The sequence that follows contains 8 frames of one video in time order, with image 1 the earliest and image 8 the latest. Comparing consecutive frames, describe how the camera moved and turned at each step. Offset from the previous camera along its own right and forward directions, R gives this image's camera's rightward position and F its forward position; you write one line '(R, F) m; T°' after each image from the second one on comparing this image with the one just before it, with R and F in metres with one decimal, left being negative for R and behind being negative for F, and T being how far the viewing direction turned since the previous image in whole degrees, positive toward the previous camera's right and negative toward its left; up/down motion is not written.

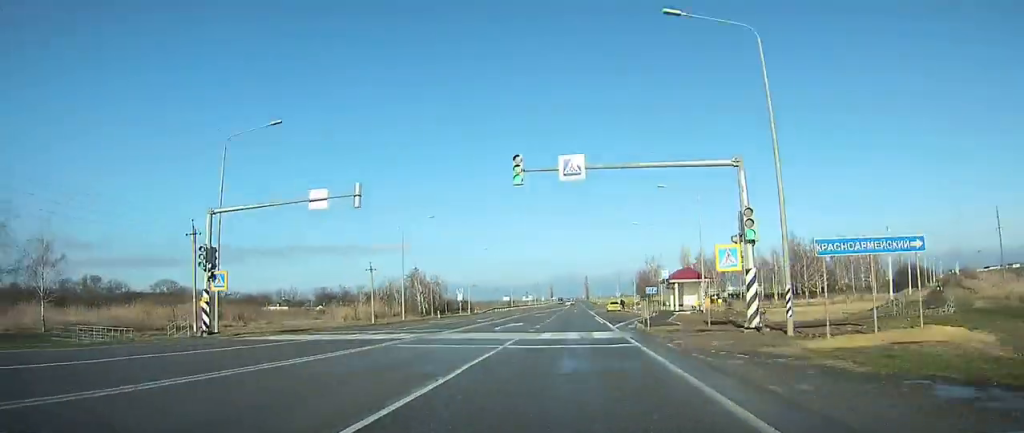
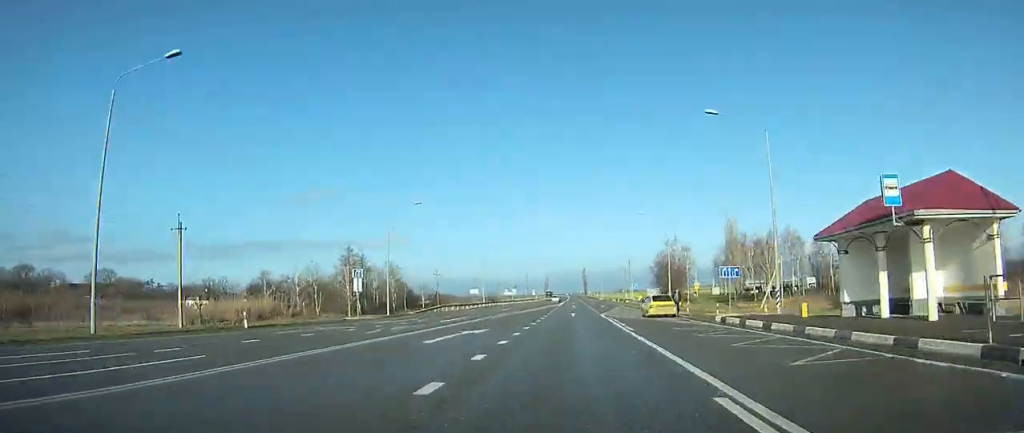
(+0.3, +43.9) m; 0°
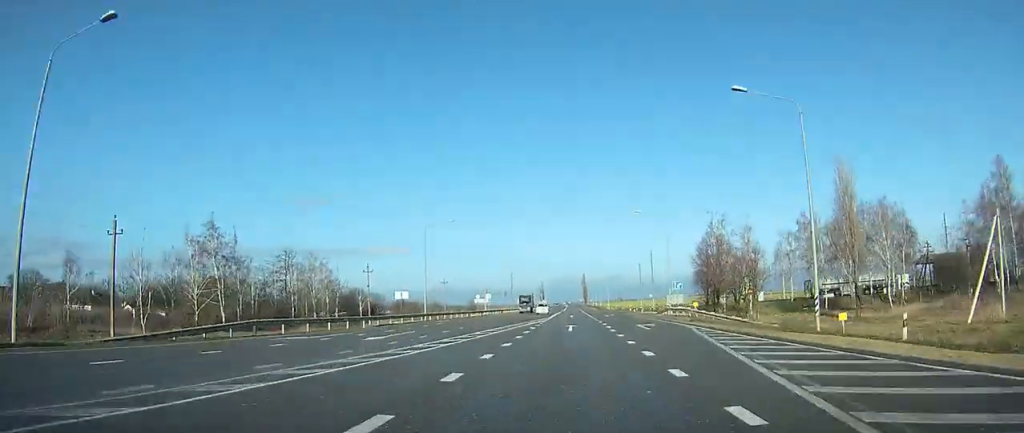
(-0.1, +42.9) m; 0°
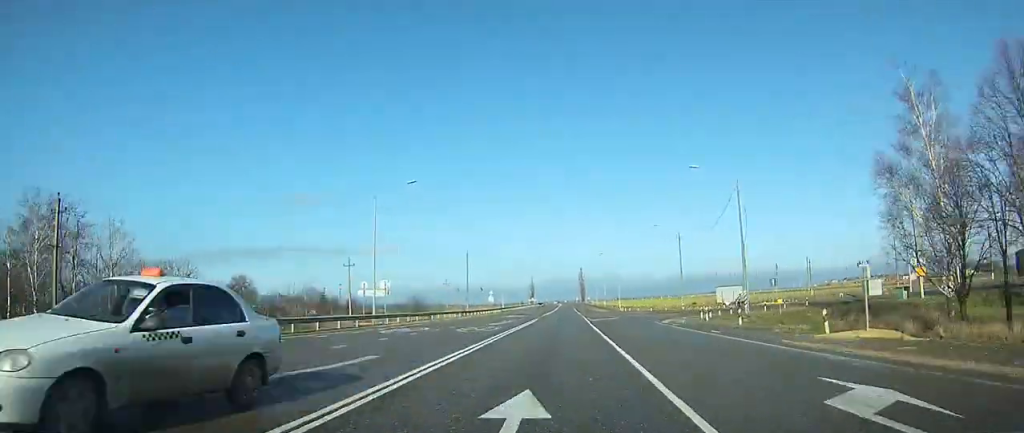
(-0.1, +56.0) m; 0°
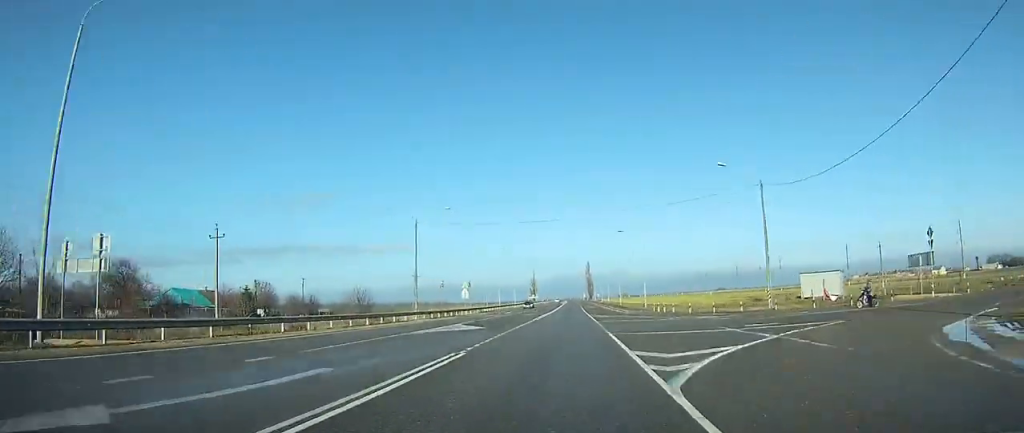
(0.0, +33.1) m; 0°
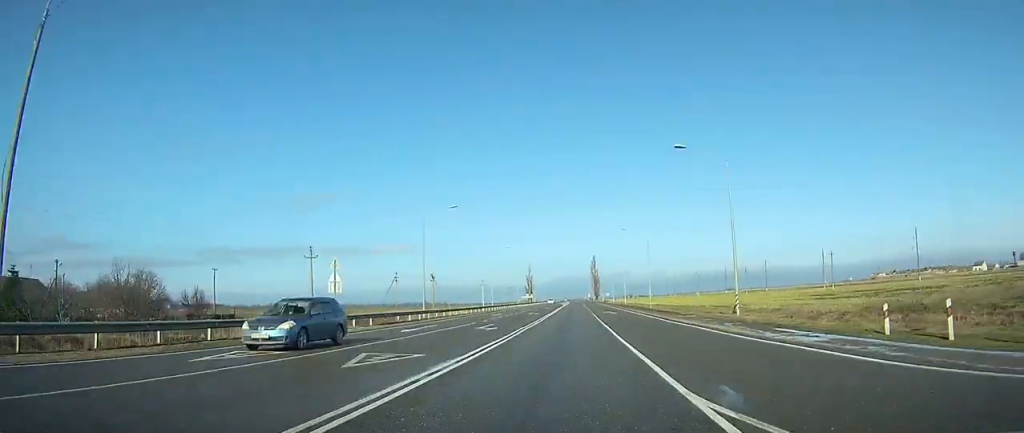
(-0.1, +46.2) m; 0°
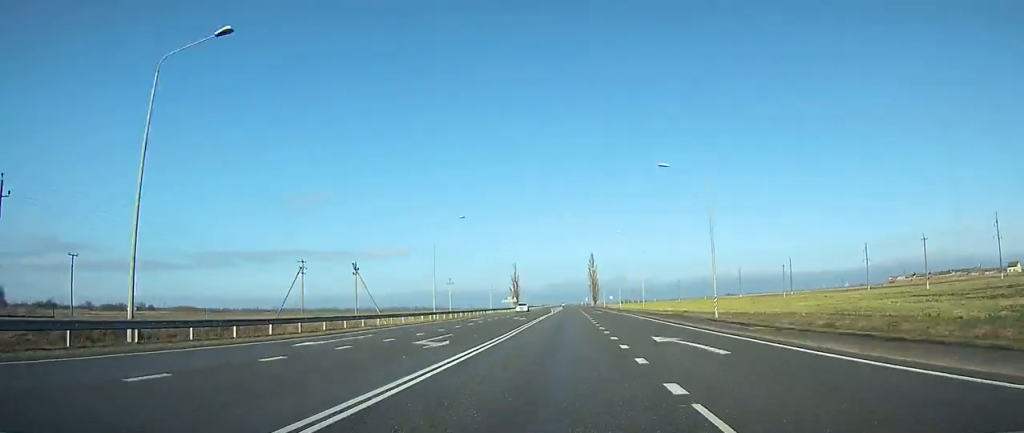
(0.0, +40.2) m; 0°
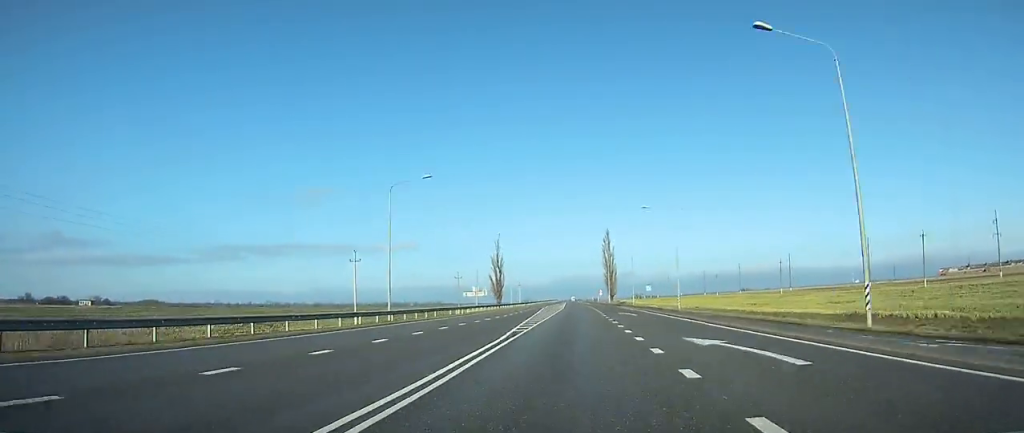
(-0.3, +63.3) m; 0°
